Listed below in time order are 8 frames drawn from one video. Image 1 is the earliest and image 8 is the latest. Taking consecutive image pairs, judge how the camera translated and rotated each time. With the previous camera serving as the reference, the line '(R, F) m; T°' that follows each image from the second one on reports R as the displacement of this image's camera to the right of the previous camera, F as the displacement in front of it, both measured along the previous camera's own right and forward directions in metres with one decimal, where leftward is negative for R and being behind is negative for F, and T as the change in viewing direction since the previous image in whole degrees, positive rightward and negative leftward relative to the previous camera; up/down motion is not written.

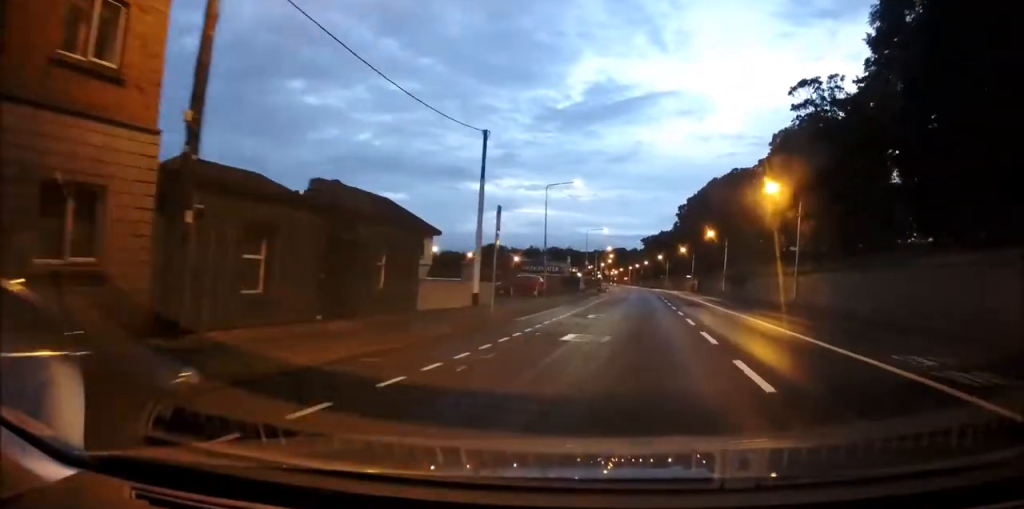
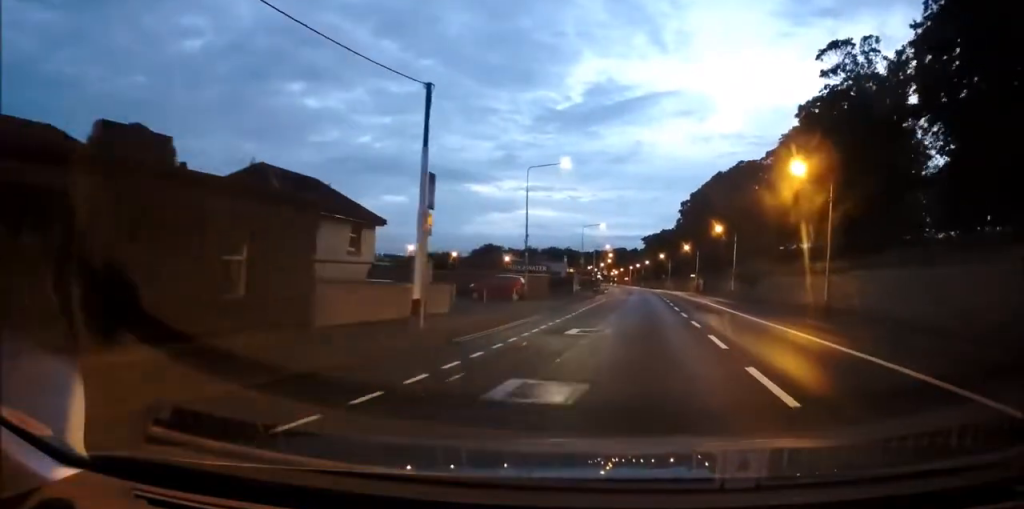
(0.0, +6.7) m; 0°
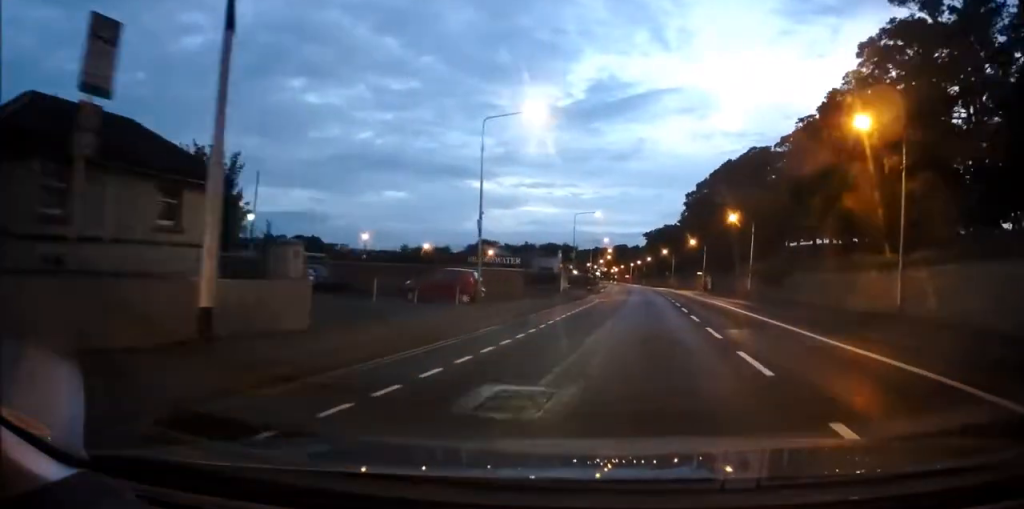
(0.0, +9.6) m; 0°
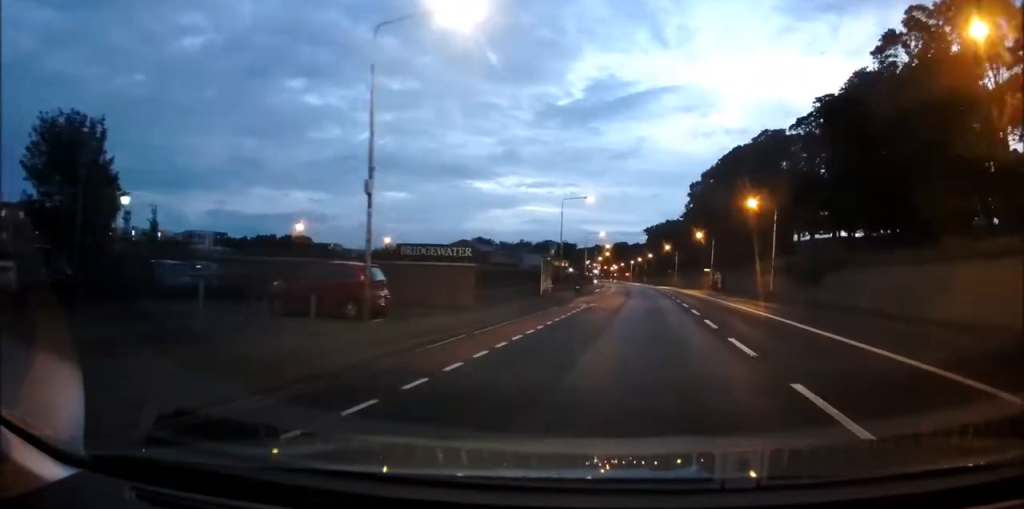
(0.0, +9.5) m; 0°
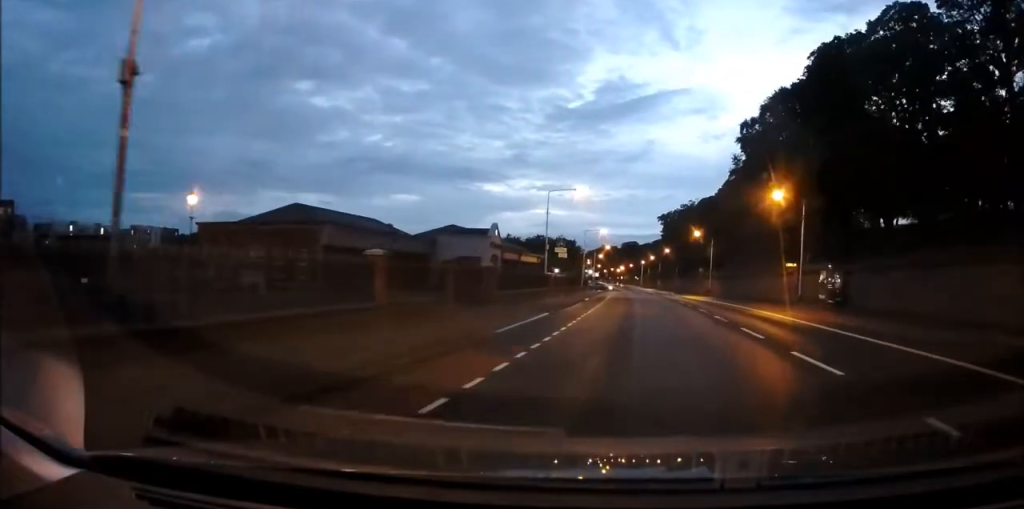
(0.0, +43.0) m; 0°
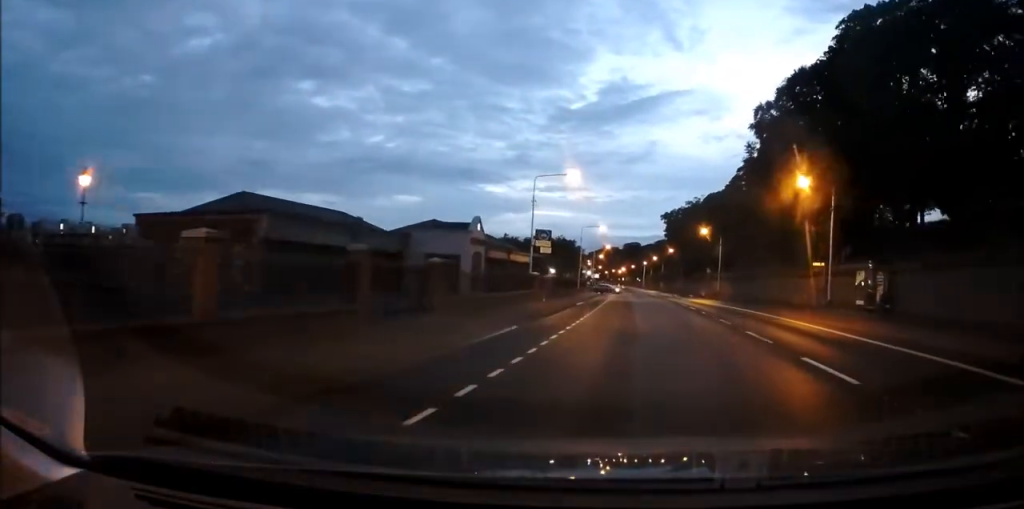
(0.0, +6.3) m; 0°
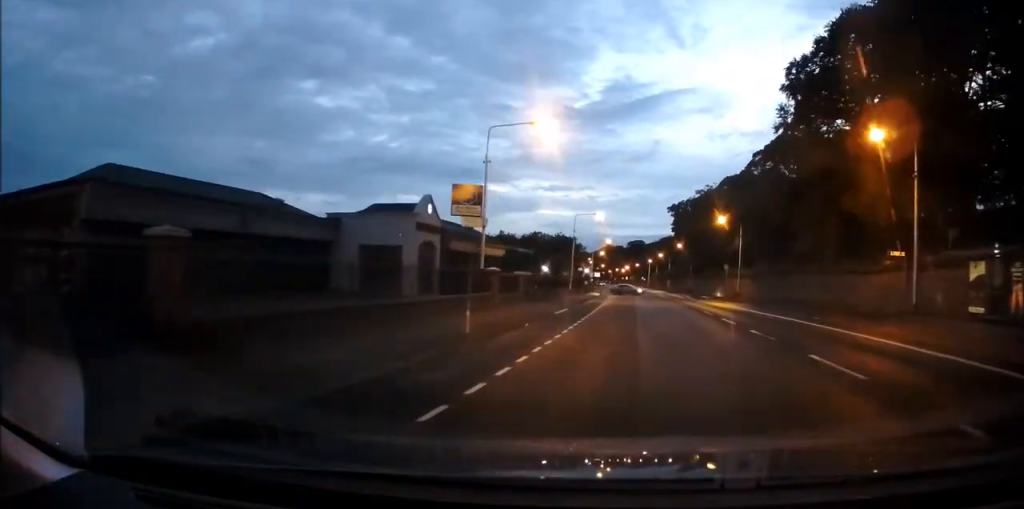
(0.0, +11.6) m; -1°
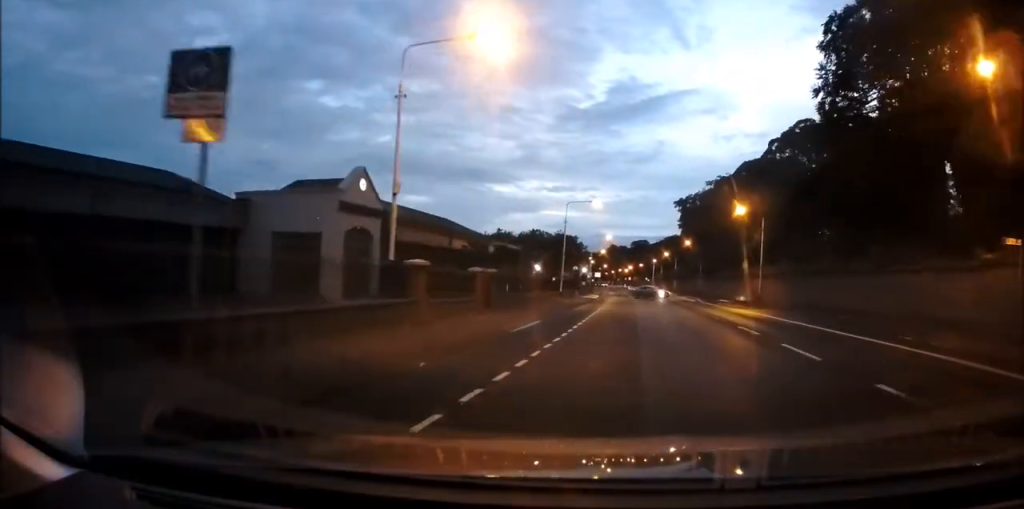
(0.0, +9.2) m; -1°
